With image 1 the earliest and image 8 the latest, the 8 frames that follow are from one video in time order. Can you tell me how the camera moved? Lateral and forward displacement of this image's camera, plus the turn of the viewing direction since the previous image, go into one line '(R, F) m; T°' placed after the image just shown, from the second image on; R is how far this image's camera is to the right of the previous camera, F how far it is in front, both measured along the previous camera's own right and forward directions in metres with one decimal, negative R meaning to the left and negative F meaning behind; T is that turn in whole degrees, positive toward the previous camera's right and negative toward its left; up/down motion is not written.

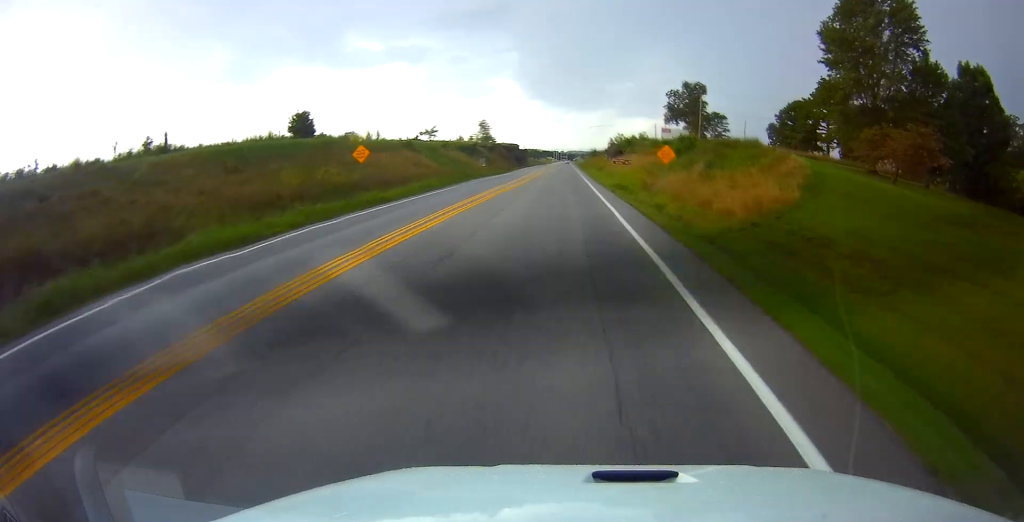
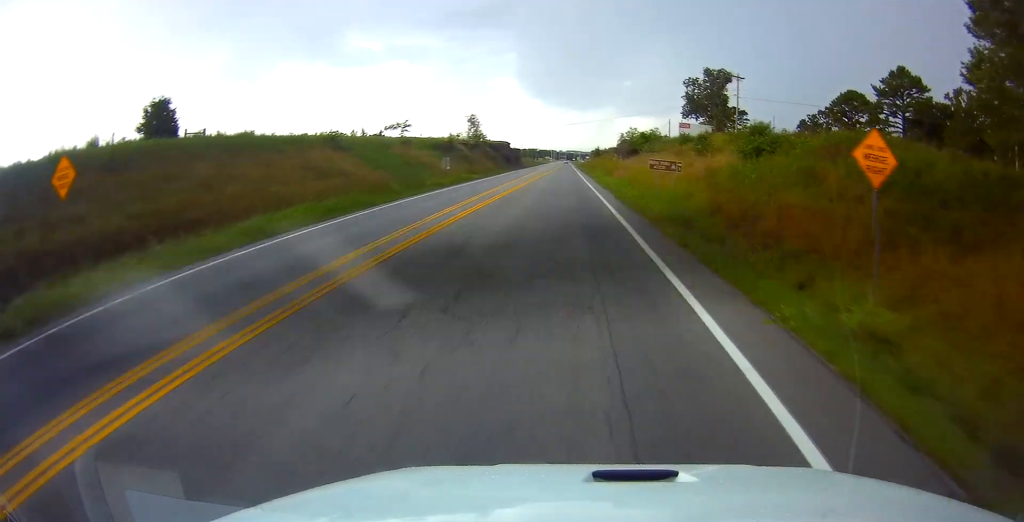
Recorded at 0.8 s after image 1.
(0.0, +24.4) m; -1°
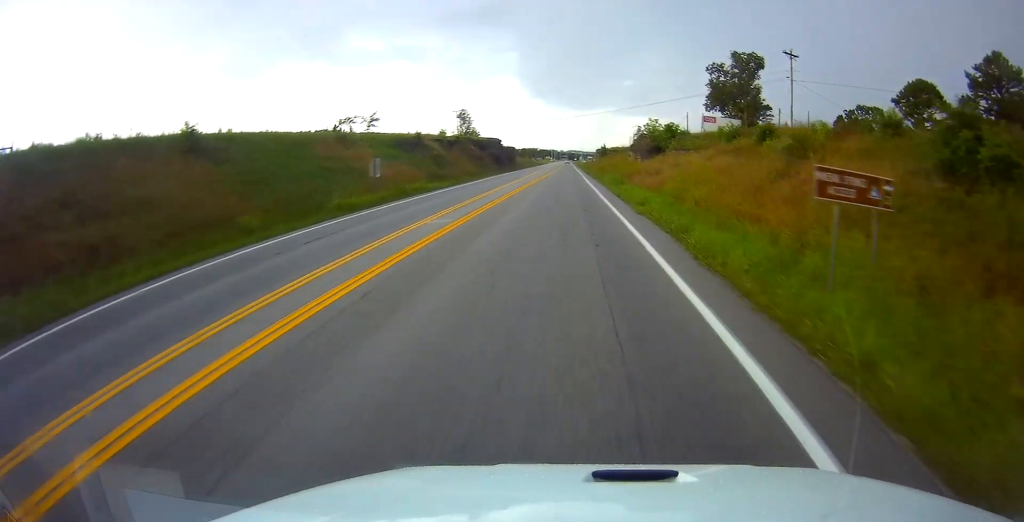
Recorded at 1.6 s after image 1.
(-0.3, +21.3) m; 0°
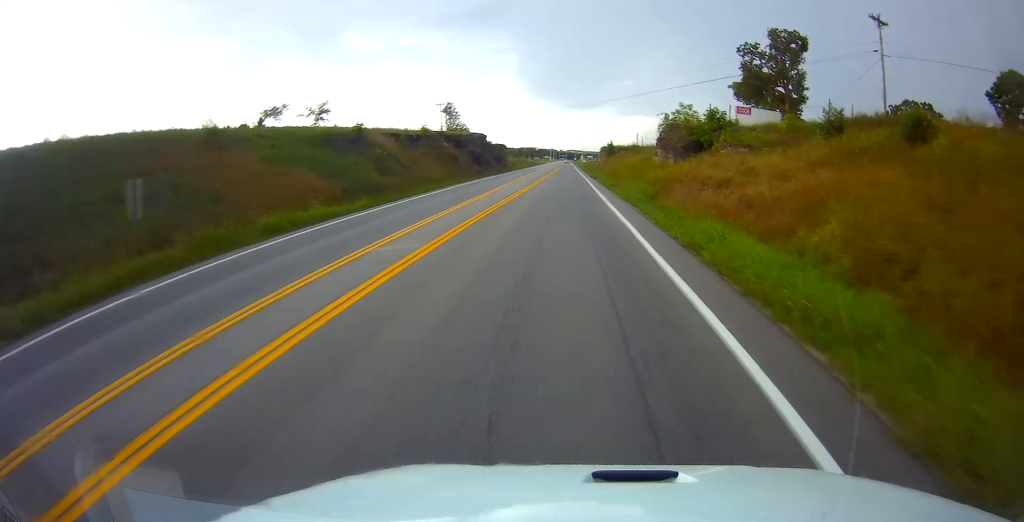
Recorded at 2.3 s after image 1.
(0.0, +21.1) m; 0°
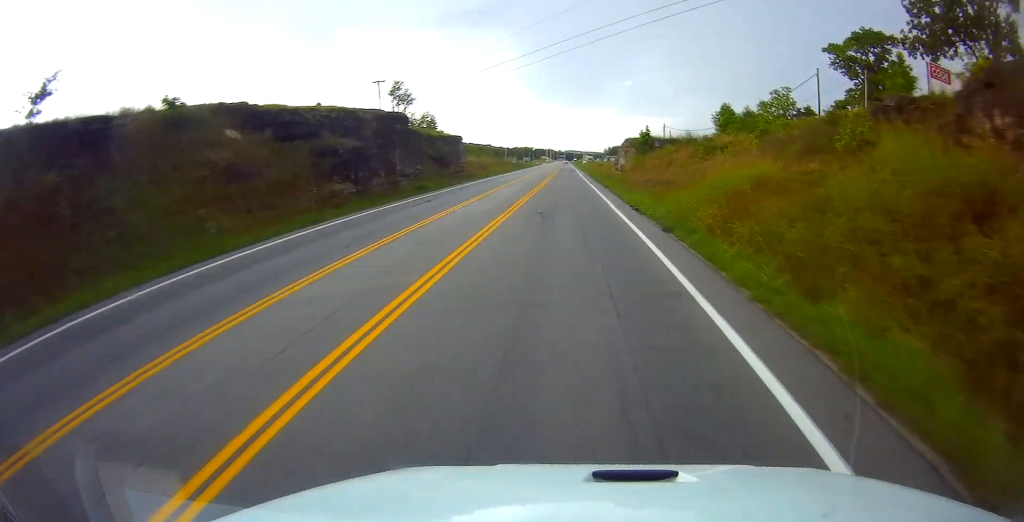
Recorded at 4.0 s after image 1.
(0.0, +49.1) m; -1°
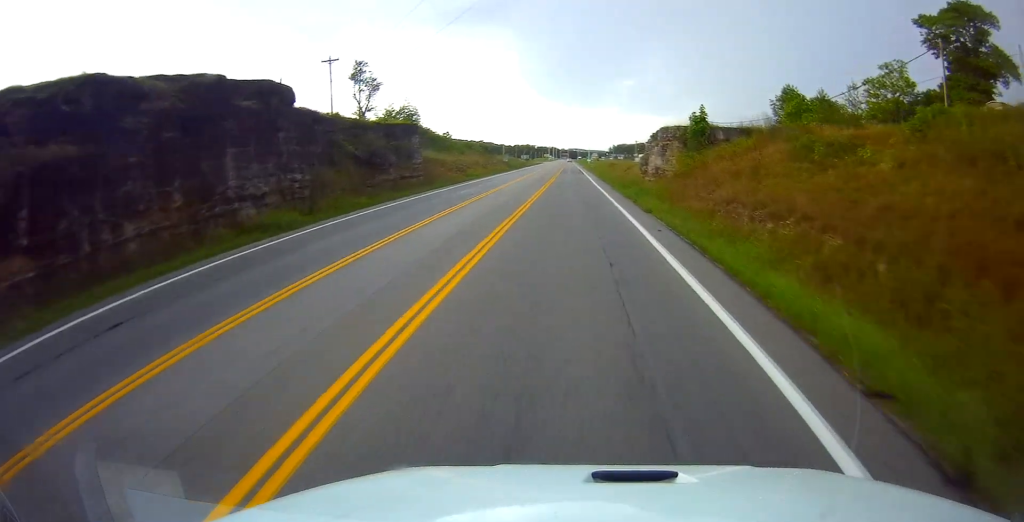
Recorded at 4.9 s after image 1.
(-0.1, +23.3) m; +2°
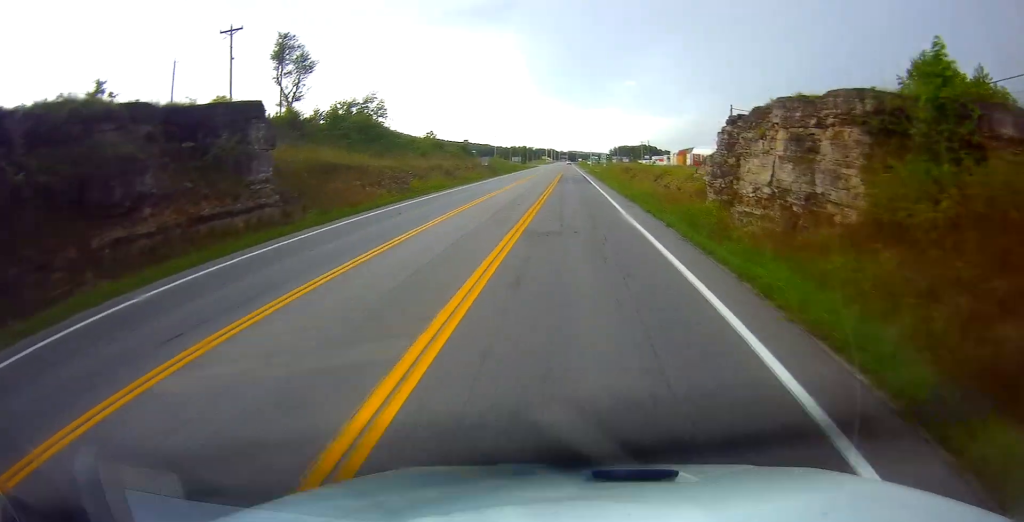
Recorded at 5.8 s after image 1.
(+0.8, +25.6) m; +1°
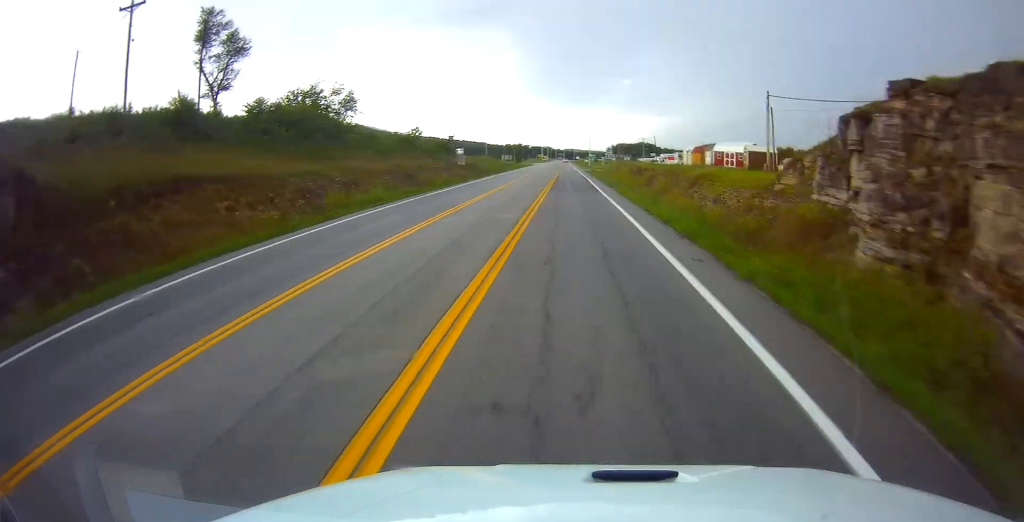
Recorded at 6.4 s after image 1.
(-0.1, +15.4) m; -1°
